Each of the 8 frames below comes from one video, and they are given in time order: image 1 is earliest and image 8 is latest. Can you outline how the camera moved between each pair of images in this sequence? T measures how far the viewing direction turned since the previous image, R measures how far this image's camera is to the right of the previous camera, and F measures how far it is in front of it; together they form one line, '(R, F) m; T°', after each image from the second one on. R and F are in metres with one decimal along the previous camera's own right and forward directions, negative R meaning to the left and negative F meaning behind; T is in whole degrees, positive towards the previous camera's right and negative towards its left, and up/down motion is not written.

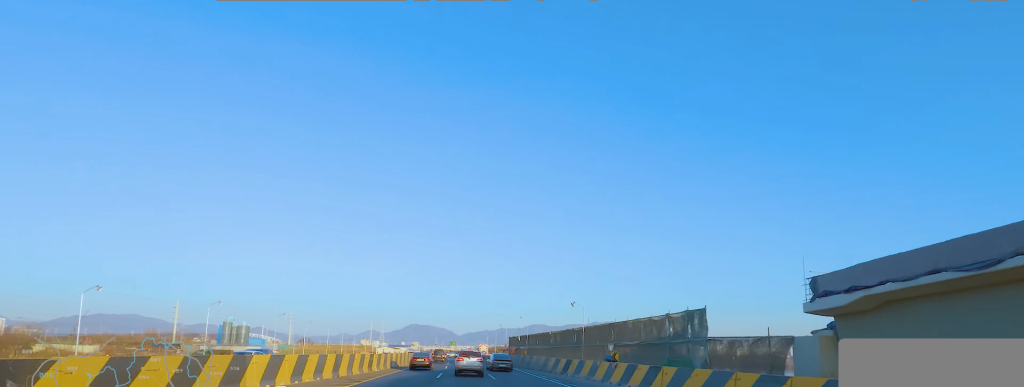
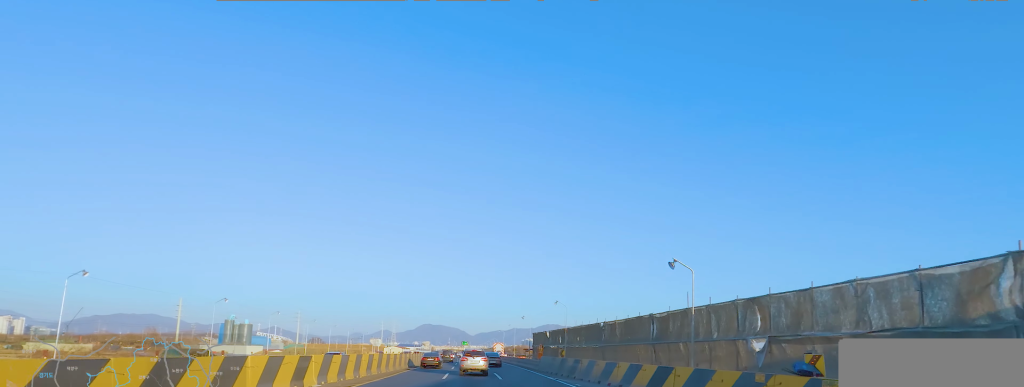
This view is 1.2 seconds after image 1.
(+1.3, +18.6) m; 0°
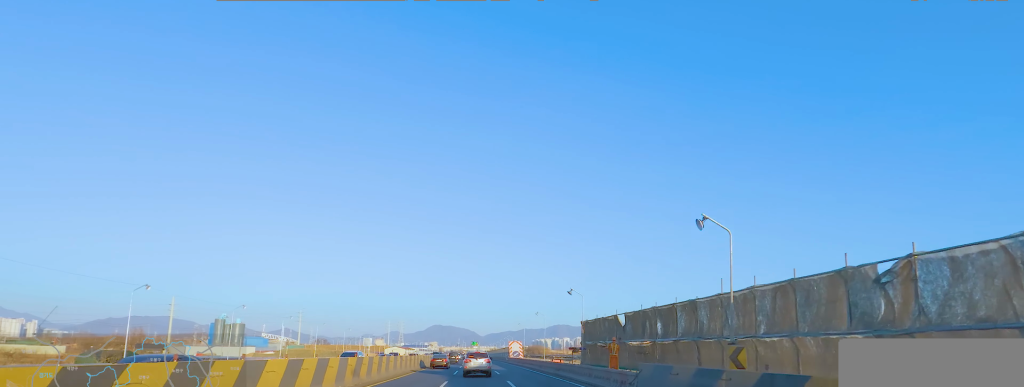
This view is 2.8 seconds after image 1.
(-0.1, +25.5) m; 0°
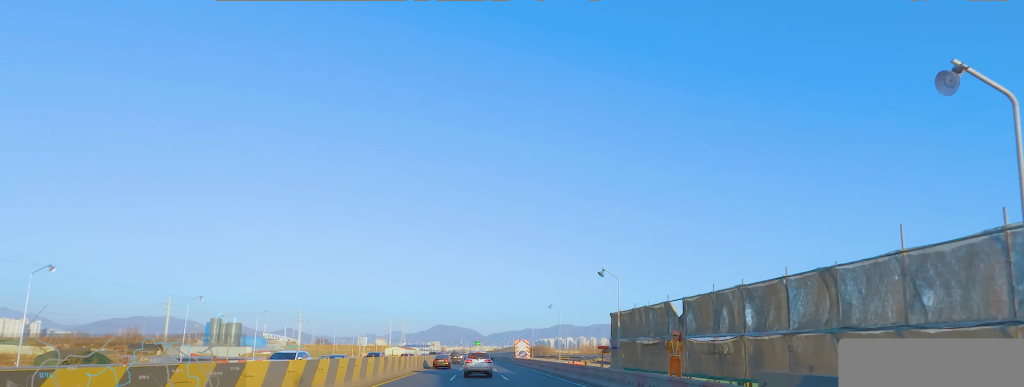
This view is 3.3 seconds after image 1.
(0.0, +8.0) m; -1°
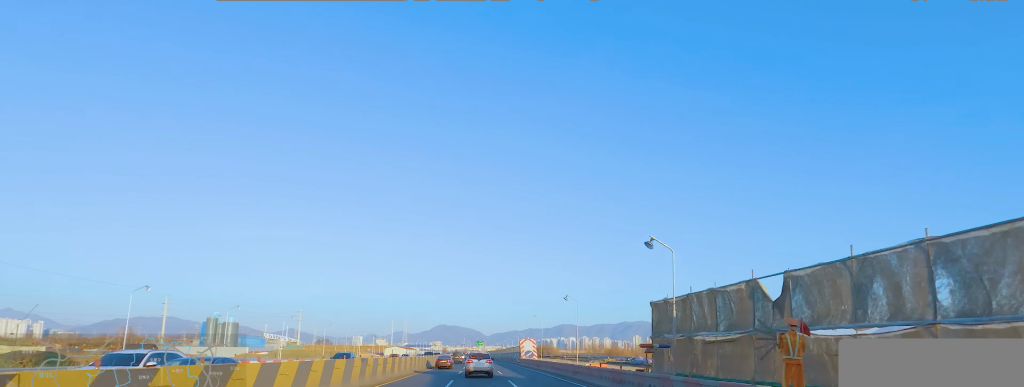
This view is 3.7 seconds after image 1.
(-0.5, +7.0) m; -2°
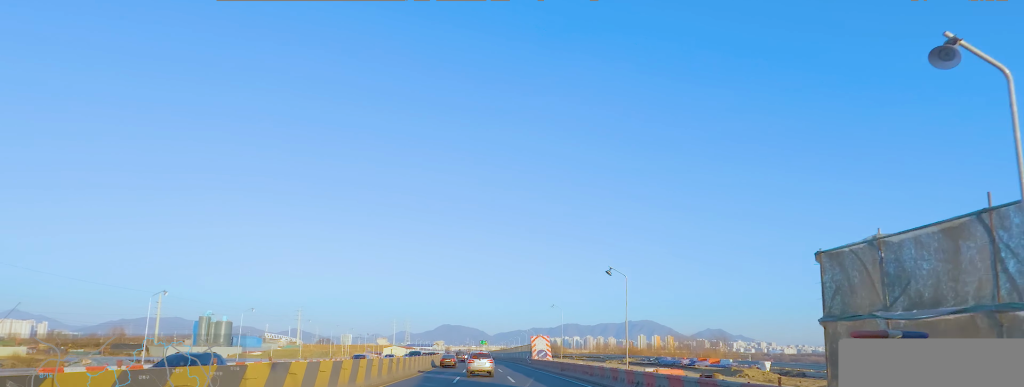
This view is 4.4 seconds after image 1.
(-0.3, +11.9) m; +1°
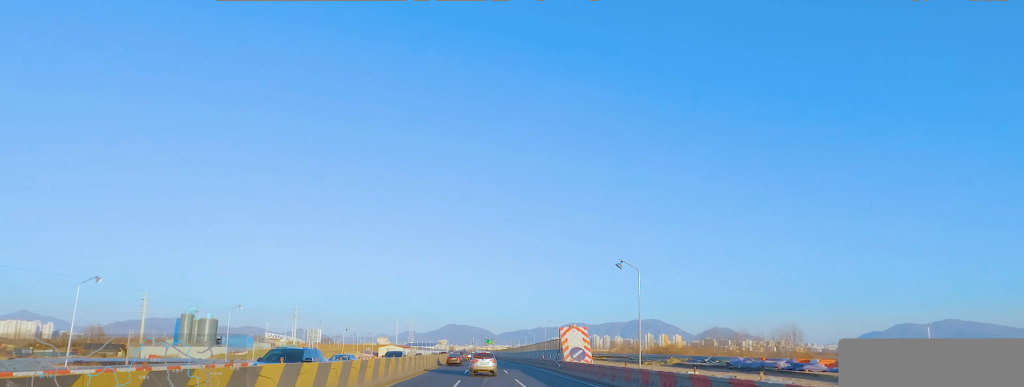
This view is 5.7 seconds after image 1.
(+1.3, +21.0) m; +3°
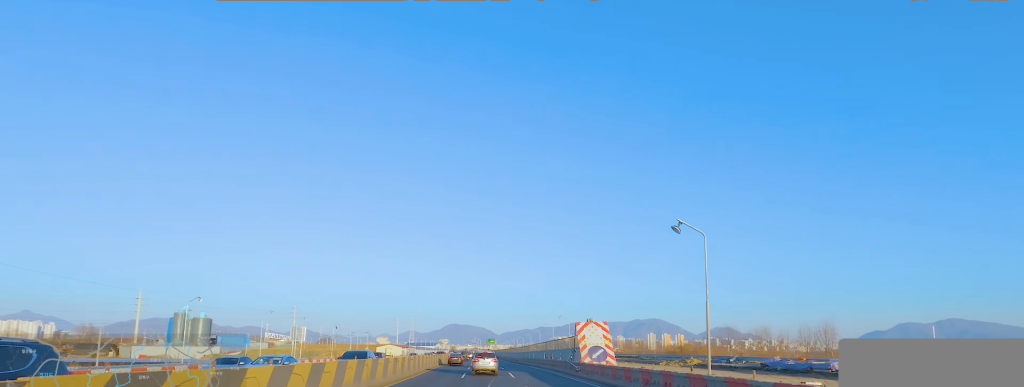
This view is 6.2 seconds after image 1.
(+0.1, +7.0) m; -1°
